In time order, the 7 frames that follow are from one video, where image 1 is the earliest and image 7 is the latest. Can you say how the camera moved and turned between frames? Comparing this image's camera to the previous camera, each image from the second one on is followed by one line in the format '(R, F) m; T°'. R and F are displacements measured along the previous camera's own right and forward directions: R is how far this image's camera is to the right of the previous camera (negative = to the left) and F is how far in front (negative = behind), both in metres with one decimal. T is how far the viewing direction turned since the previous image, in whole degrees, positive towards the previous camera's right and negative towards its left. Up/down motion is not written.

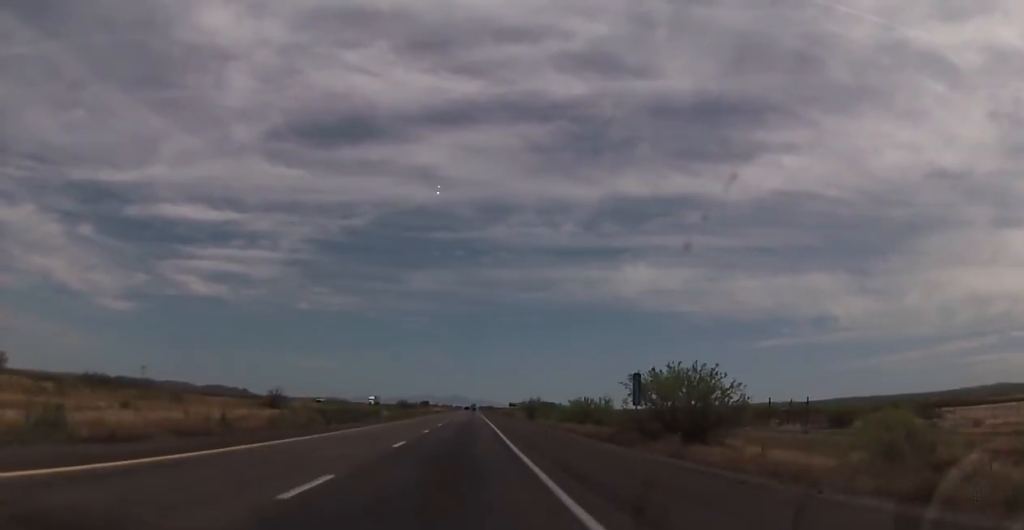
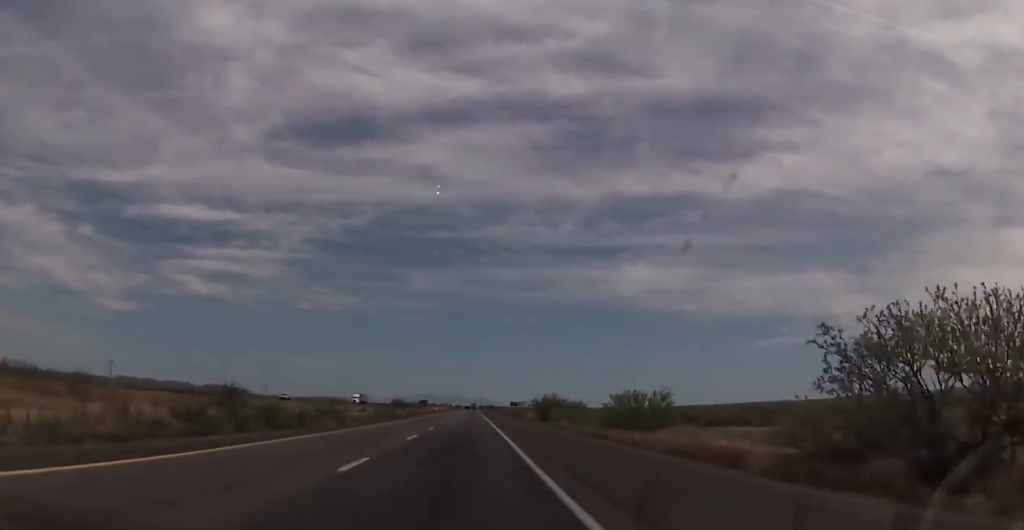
(-0.2, +20.7) m; 0°
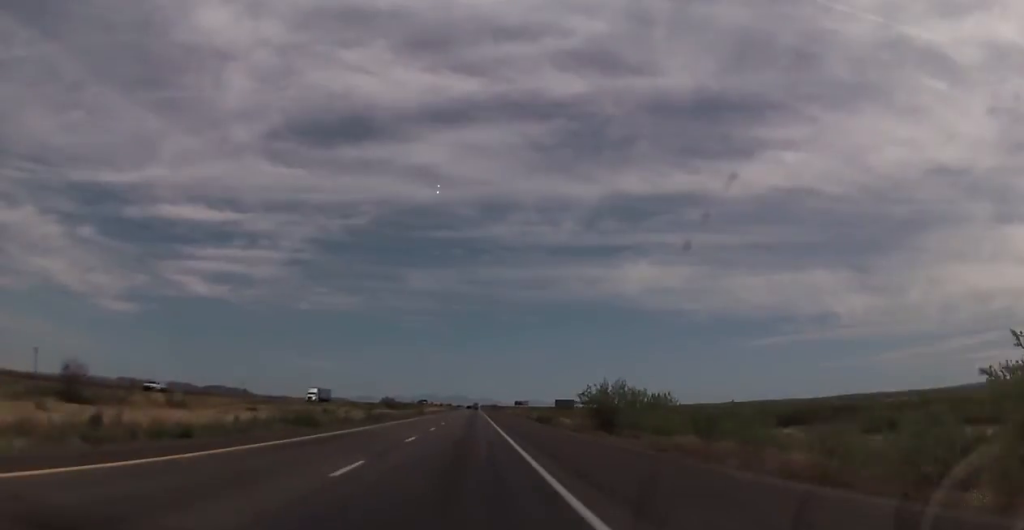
(+0.5, +37.7) m; 0°
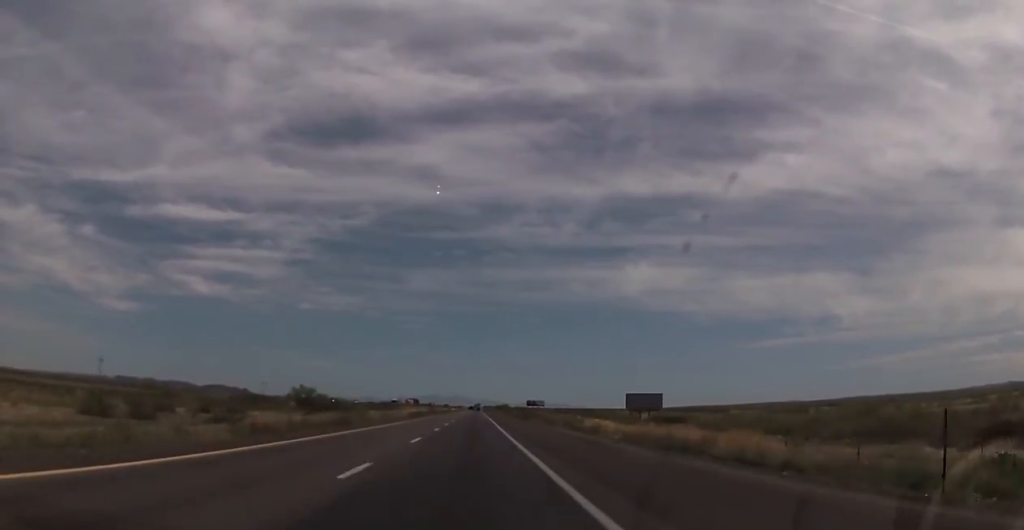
(-0.3, +122.0) m; 0°
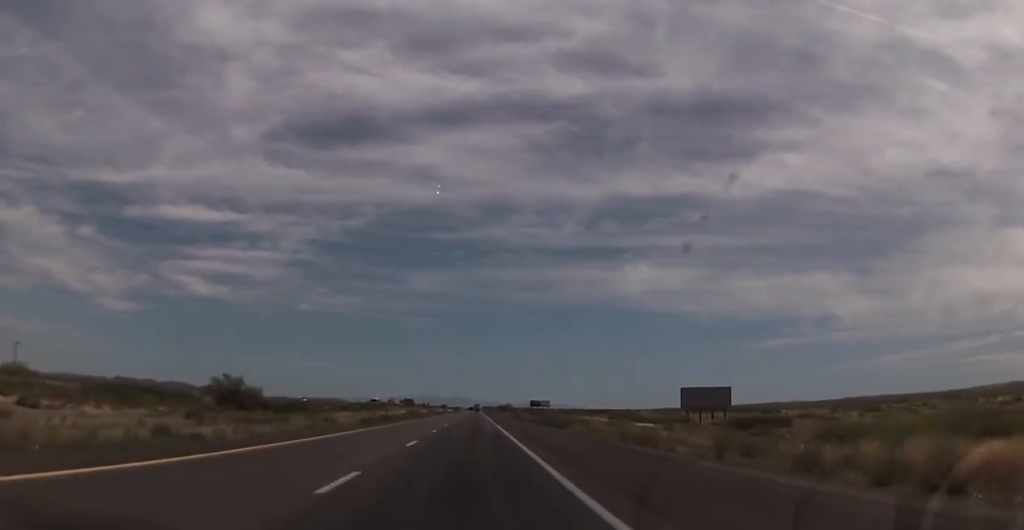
(0.0, +38.6) m; 0°
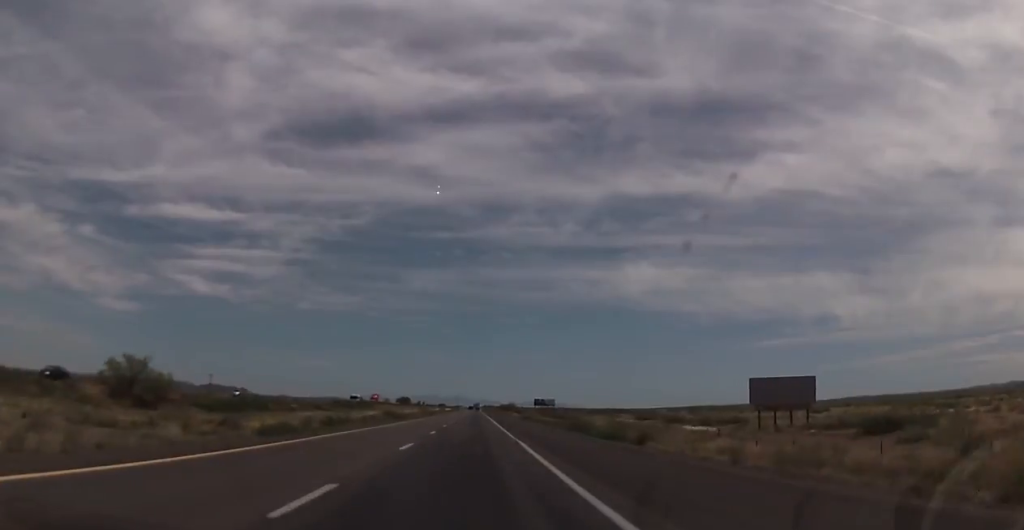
(-0.1, +26.6) m; 0°
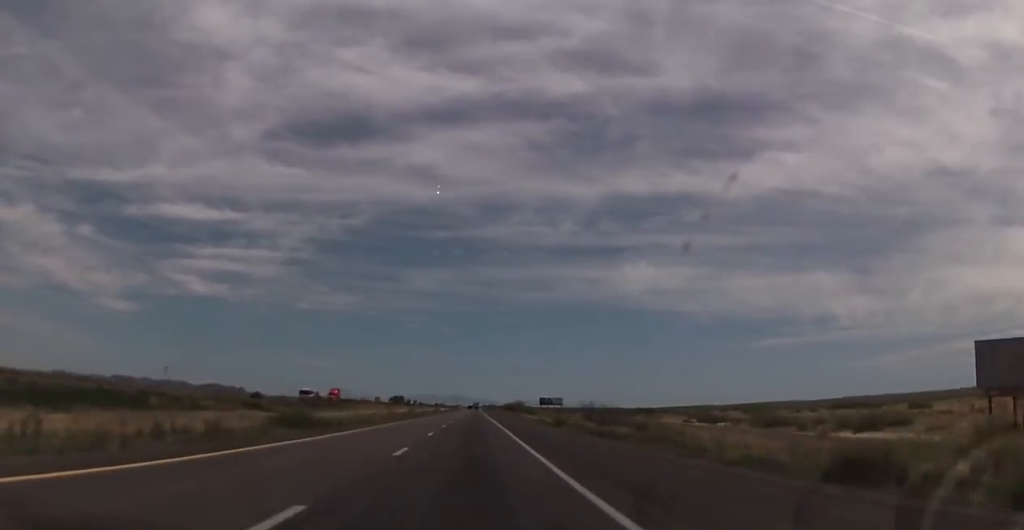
(+0.2, +38.7) m; 0°
